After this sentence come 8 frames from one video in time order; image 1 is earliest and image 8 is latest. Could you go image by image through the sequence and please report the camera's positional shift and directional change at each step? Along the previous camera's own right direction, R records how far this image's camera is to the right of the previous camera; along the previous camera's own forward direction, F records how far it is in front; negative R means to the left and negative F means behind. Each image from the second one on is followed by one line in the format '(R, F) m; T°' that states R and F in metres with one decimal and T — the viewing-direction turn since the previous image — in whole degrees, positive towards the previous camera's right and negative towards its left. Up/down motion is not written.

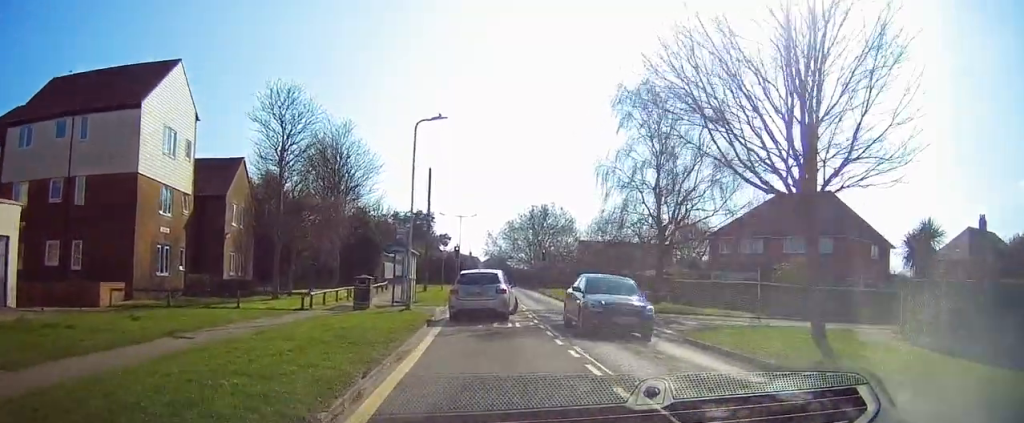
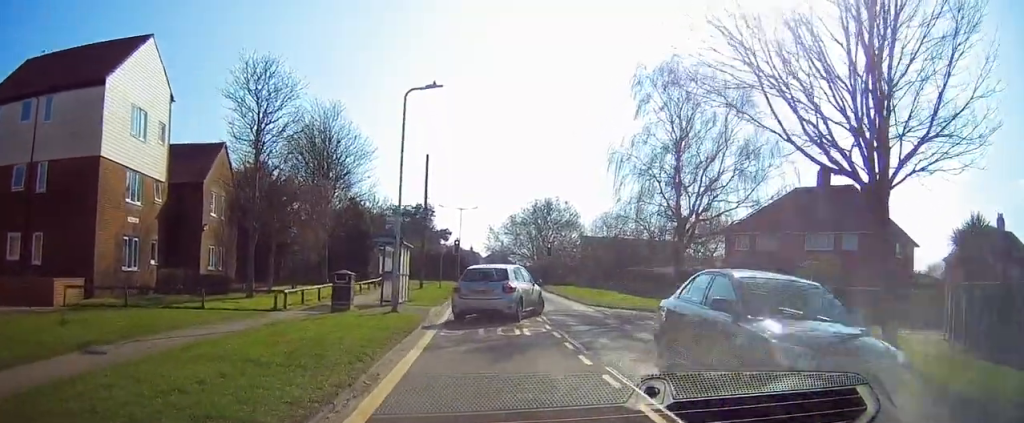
(+0.2, +3.1) m; +1°
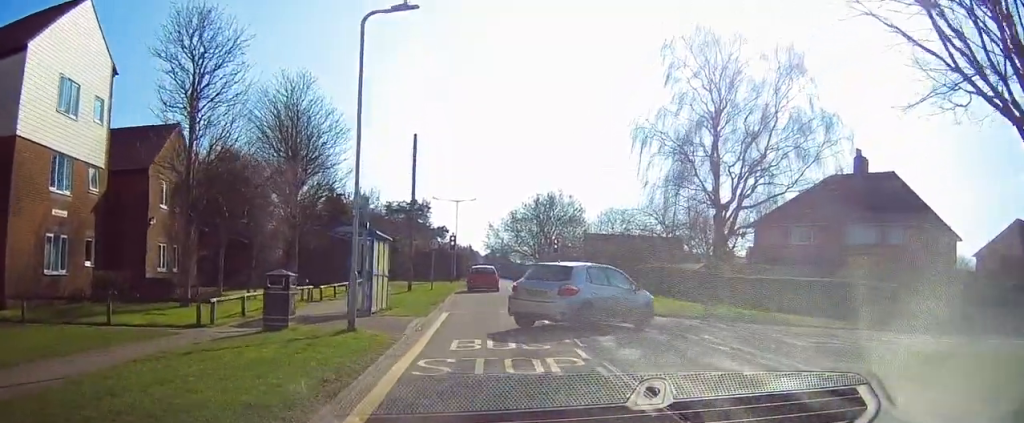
(-0.2, +5.4) m; -1°
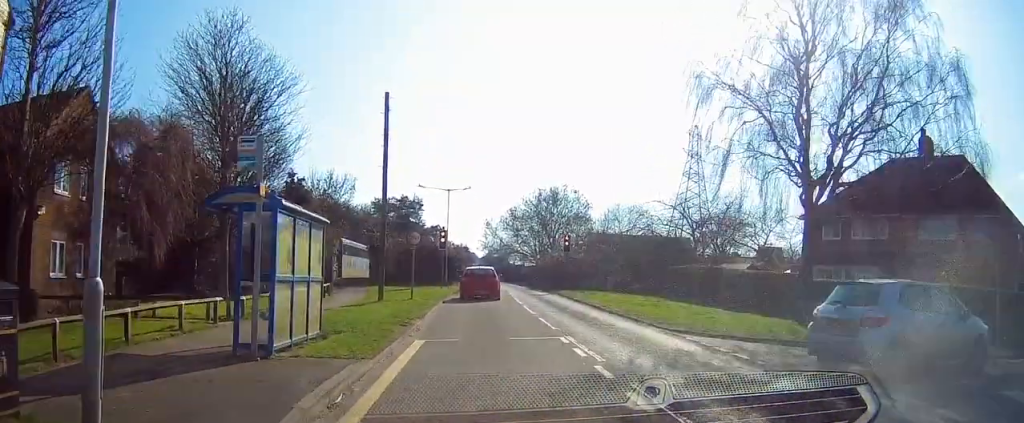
(+0.2, +8.1) m; +1°
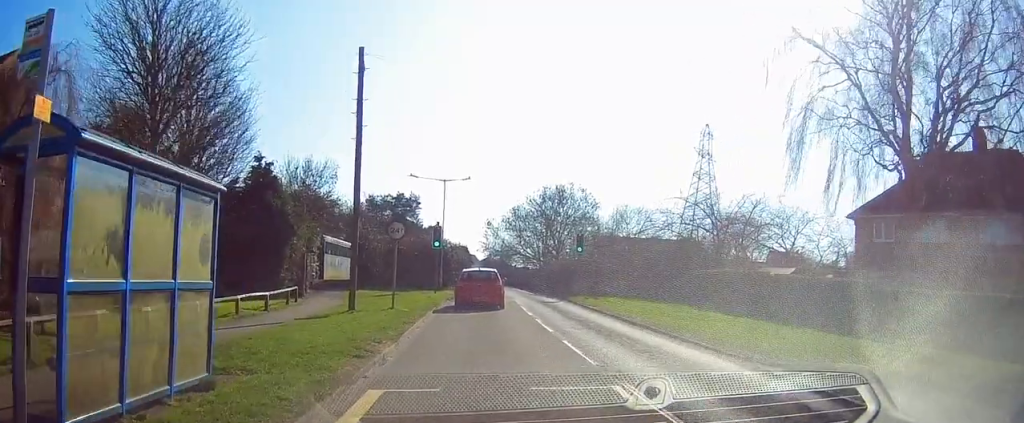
(-0.1, +5.2) m; -3°
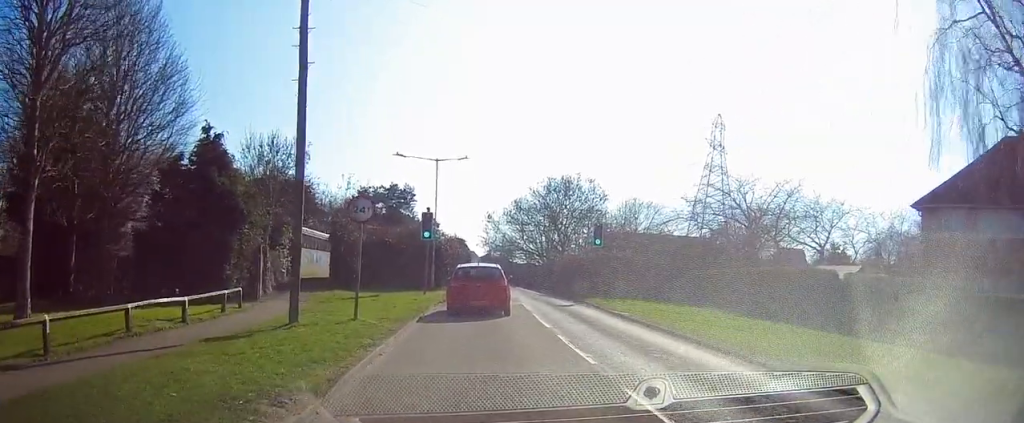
(-0.1, +5.5) m; +1°
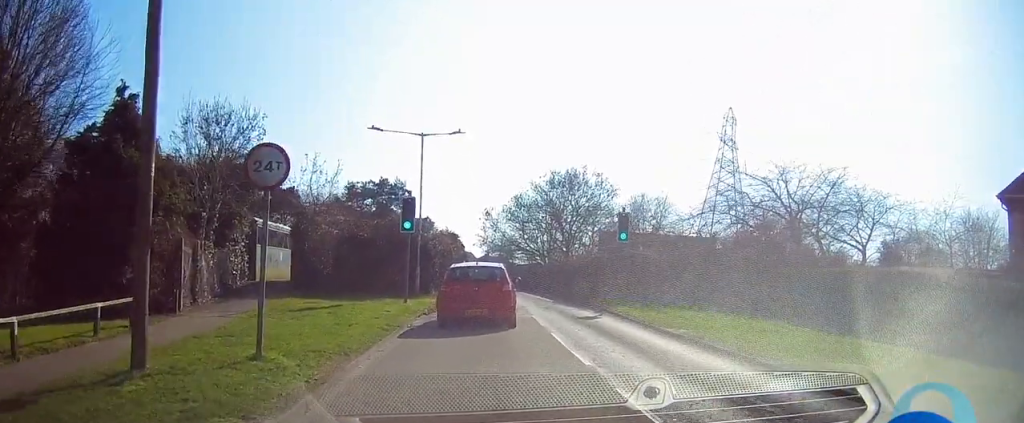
(+0.3, +5.9) m; +2°
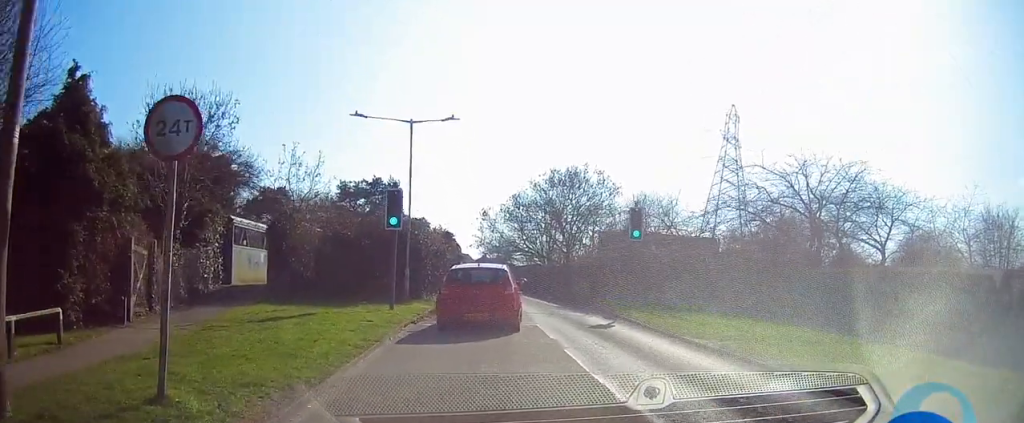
(0.0, +2.6) m; -2°
